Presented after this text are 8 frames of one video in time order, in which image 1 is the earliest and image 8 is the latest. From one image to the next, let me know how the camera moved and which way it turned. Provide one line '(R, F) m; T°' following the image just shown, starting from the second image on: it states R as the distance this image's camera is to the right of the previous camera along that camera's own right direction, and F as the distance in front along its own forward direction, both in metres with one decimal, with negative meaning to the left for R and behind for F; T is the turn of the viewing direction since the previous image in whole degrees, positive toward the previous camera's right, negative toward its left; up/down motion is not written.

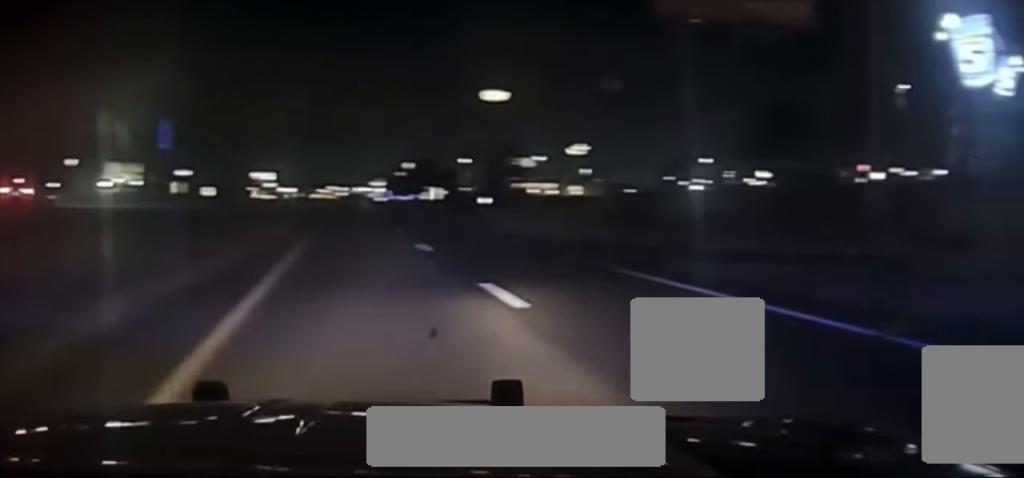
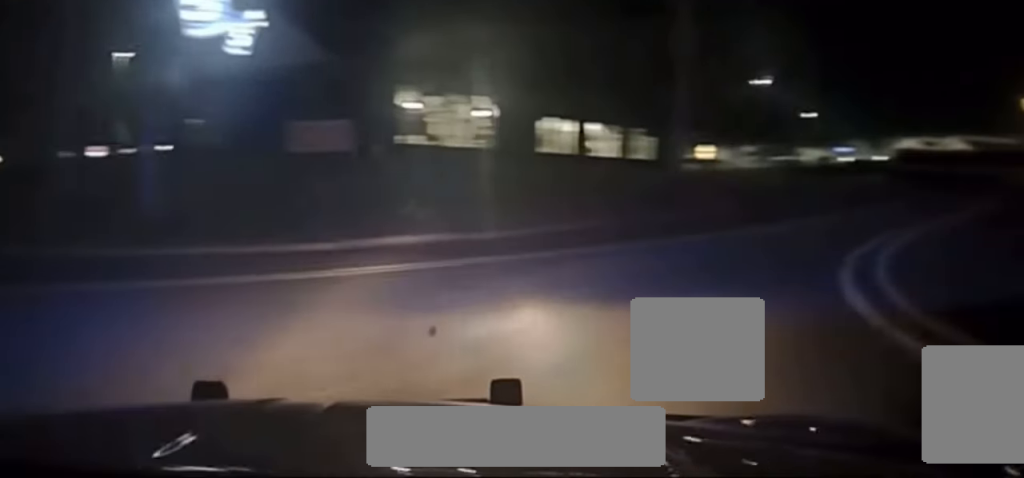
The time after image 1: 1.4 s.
(+1.7, +9.4) m; +24°
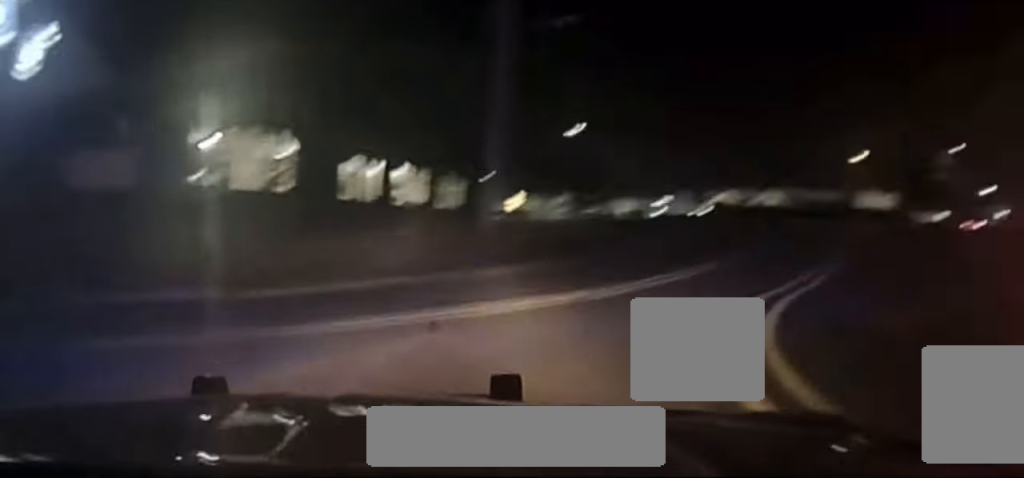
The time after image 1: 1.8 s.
(+0.2, +2.4) m; +8°
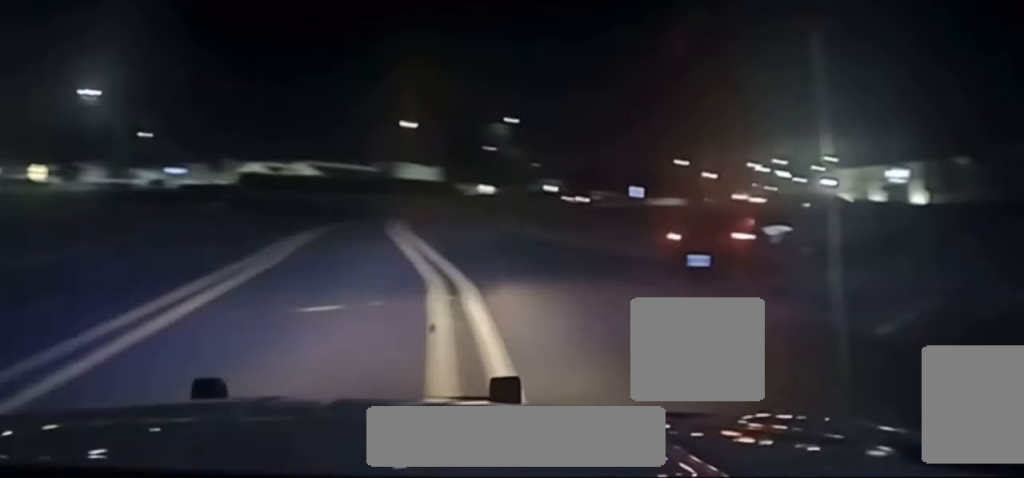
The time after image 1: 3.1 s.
(+1.2, +9.7) m; +11°
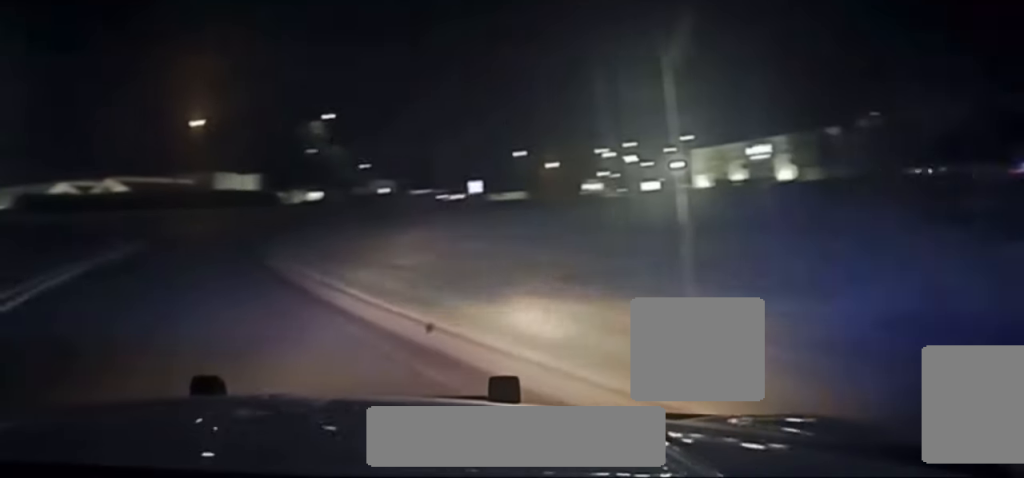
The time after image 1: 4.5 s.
(0.0, +13.9) m; -3°
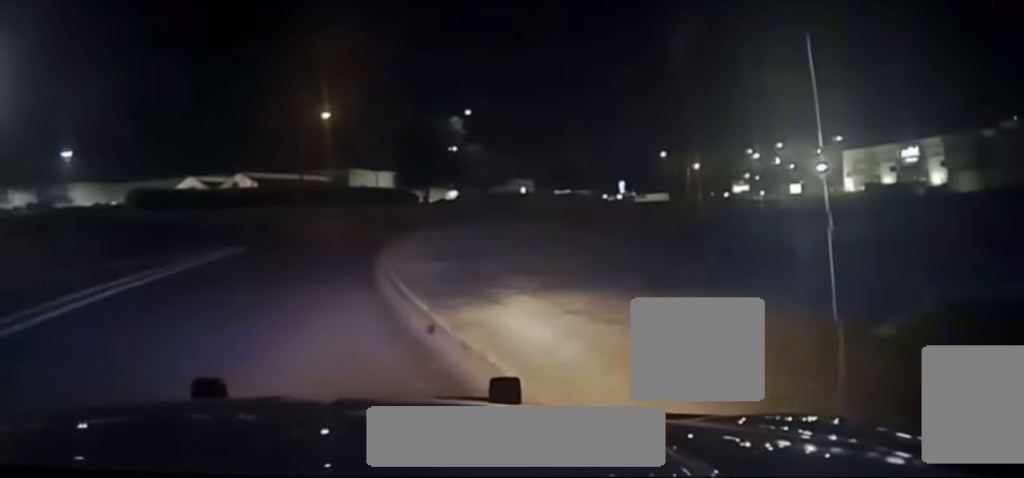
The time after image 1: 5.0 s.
(-0.3, +5.3) m; 0°
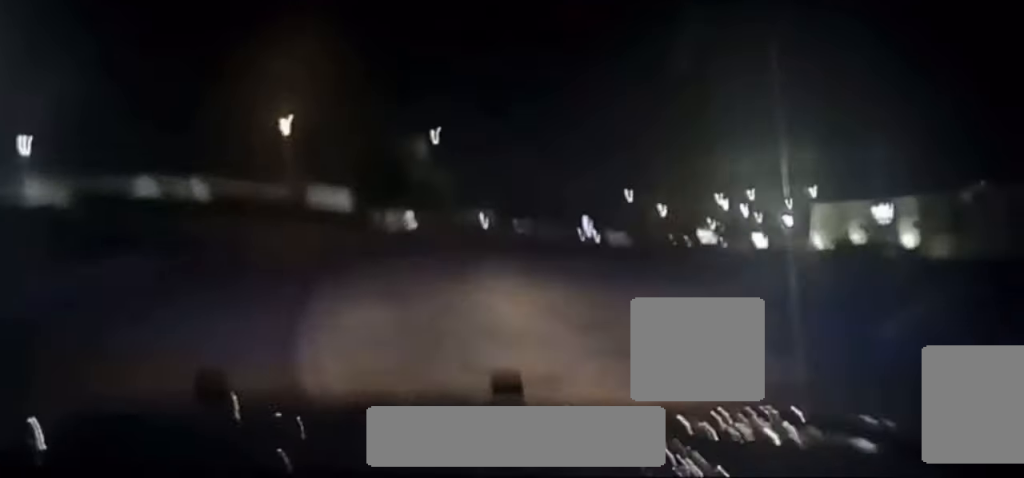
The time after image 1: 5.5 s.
(+0.2, +3.7) m; +4°
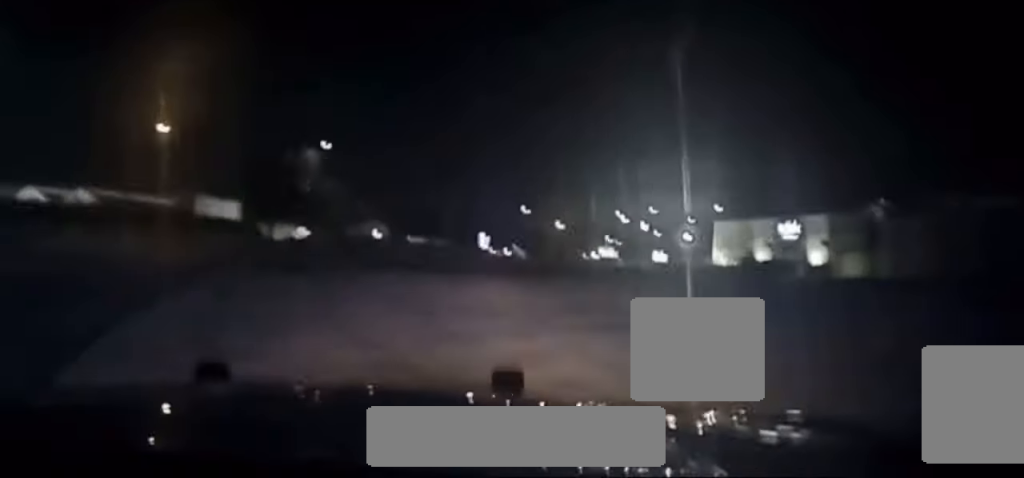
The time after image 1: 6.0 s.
(+0.1, +5.2) m; +6°
